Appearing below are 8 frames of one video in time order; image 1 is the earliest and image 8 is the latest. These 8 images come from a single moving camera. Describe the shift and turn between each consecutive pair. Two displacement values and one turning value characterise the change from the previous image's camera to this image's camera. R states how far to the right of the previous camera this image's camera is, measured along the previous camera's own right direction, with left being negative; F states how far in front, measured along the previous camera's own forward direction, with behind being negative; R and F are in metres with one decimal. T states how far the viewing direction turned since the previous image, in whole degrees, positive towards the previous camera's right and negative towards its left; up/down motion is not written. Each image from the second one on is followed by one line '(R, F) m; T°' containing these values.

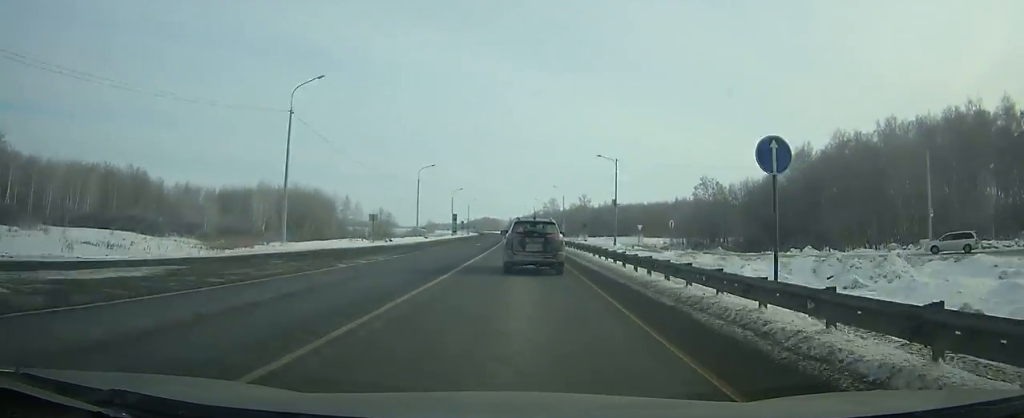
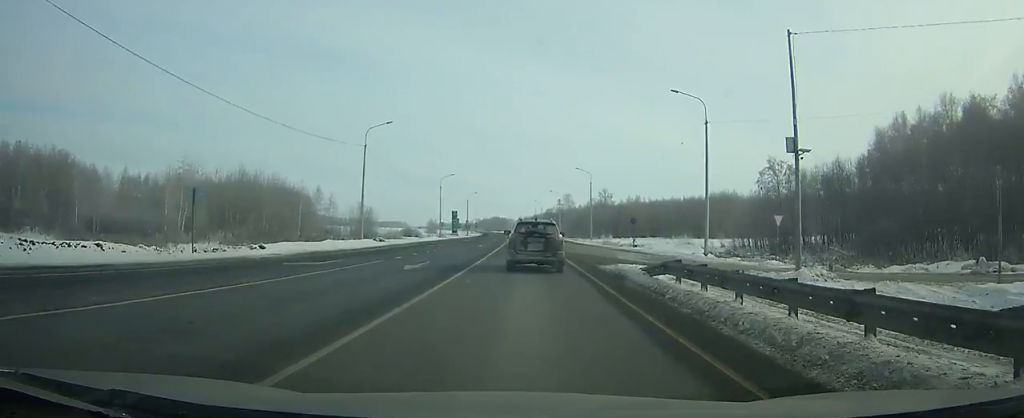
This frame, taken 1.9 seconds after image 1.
(-0.4, +36.4) m; -1°
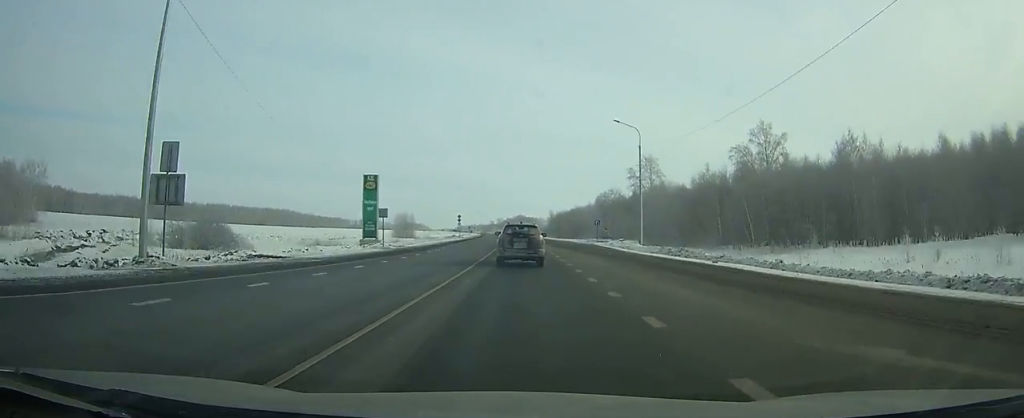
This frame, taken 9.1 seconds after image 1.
(-3.3, +142.5) m; -3°
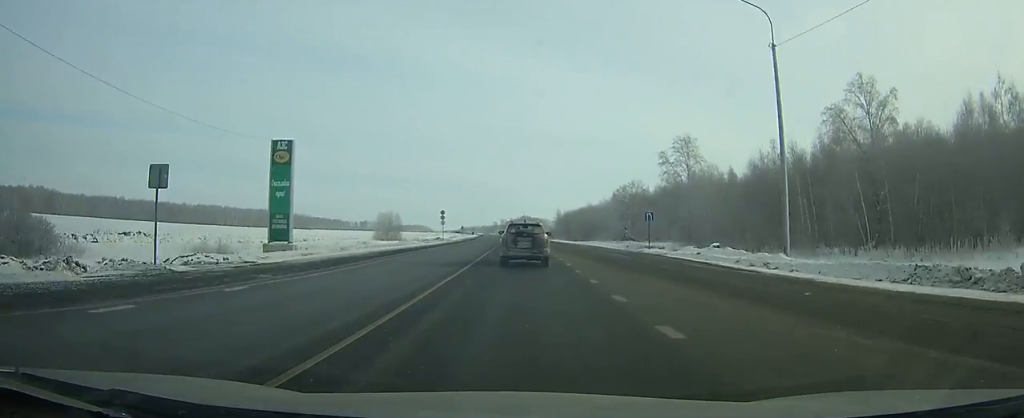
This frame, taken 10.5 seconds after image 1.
(-0.3, +28.9) m; -1°
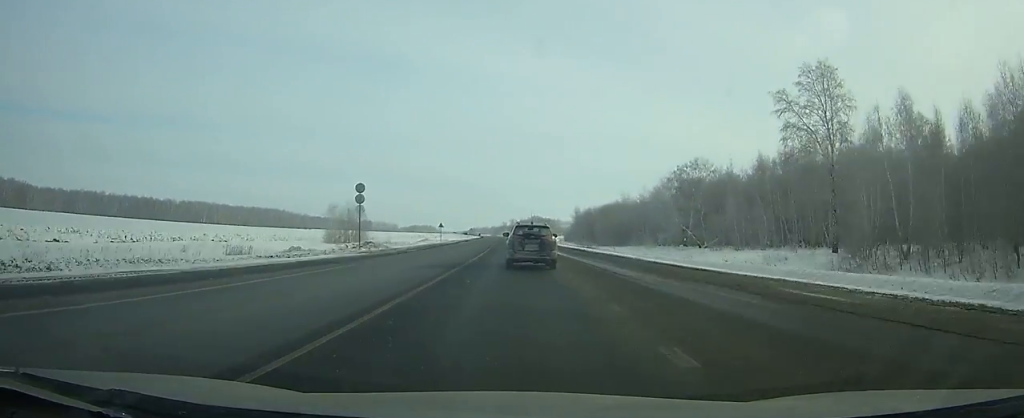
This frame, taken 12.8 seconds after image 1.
(-0.4, +48.0) m; -1°
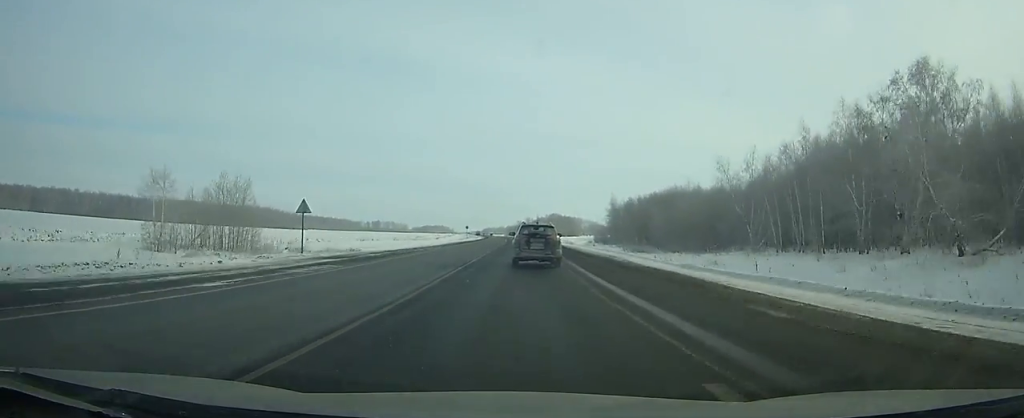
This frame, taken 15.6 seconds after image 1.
(-0.8, +61.2) m; -1°
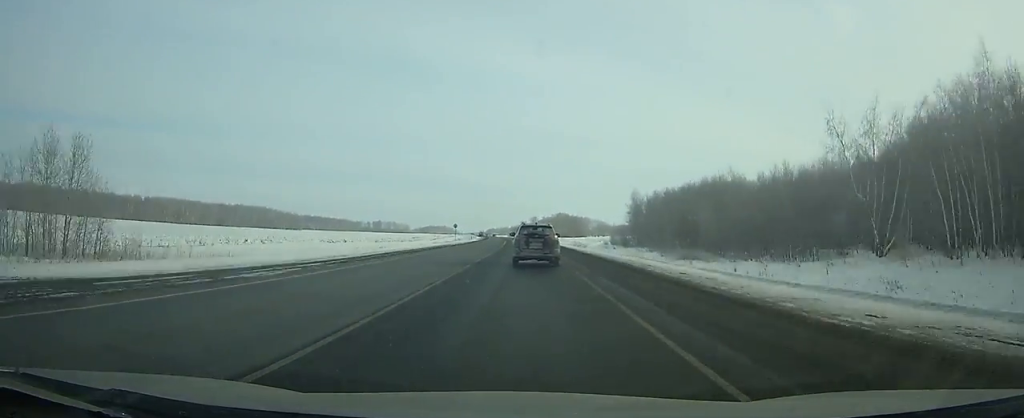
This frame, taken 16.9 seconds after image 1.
(-0.2, +30.4) m; 0°
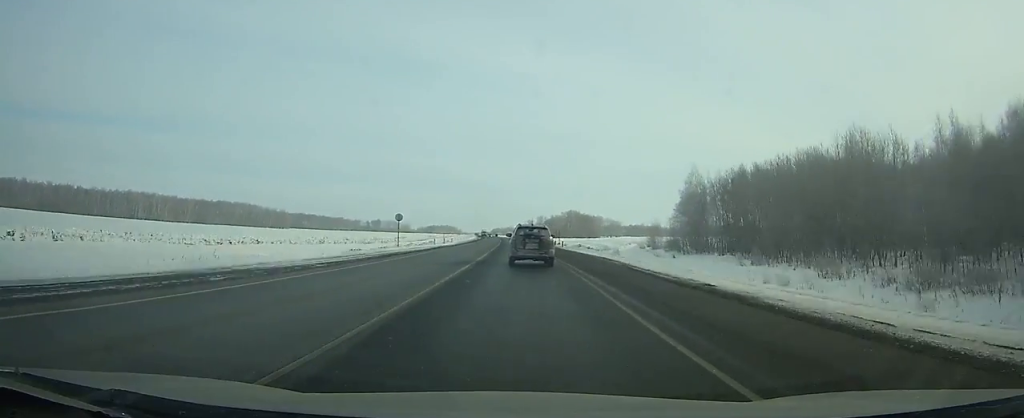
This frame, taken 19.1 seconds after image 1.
(-0.4, +52.0) m; -1°
